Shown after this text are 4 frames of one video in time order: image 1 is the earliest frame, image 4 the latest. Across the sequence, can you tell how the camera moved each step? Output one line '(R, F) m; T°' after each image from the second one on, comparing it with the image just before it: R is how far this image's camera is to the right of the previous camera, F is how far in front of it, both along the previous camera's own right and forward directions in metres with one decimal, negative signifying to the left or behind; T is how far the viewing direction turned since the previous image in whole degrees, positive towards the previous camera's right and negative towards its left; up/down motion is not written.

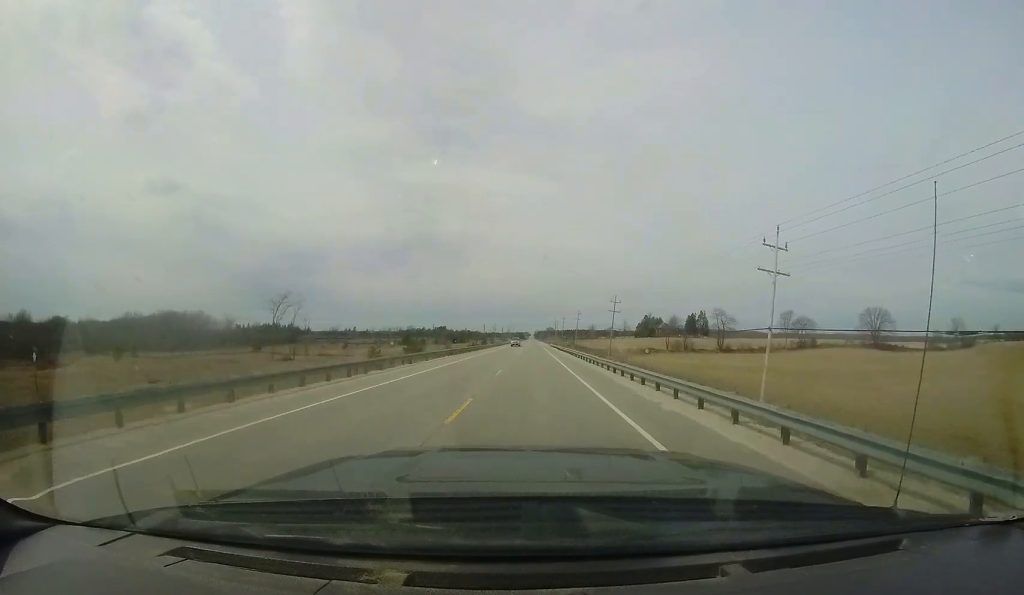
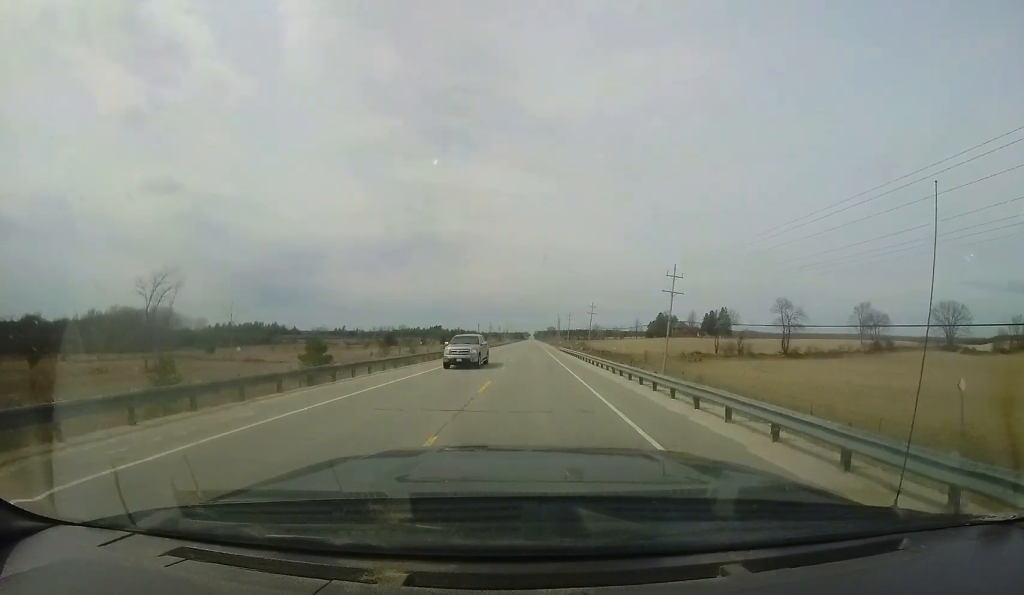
(0.0, +31.8) m; +1°
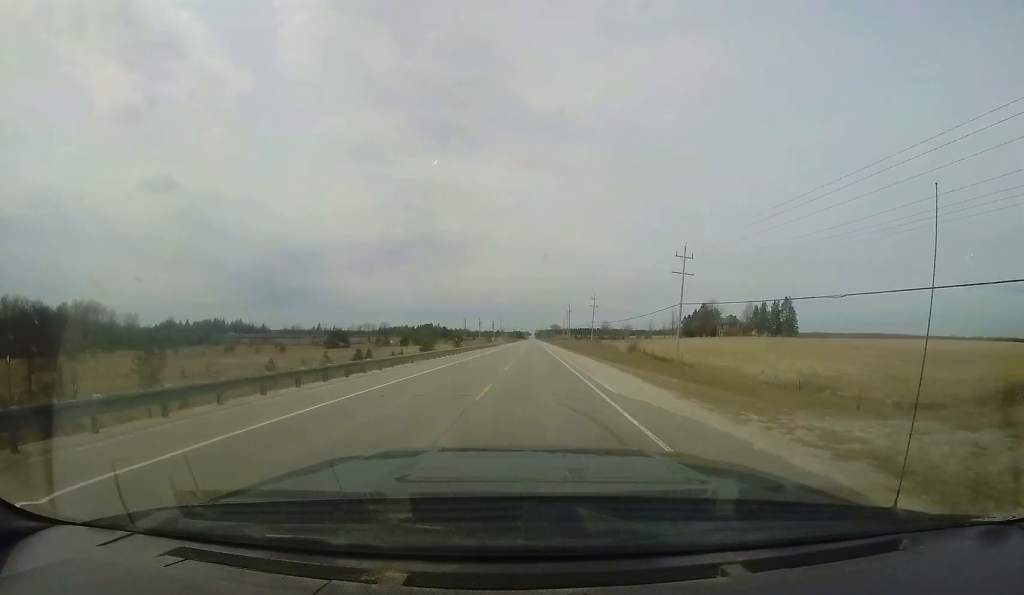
(+1.5, +63.9) m; 0°
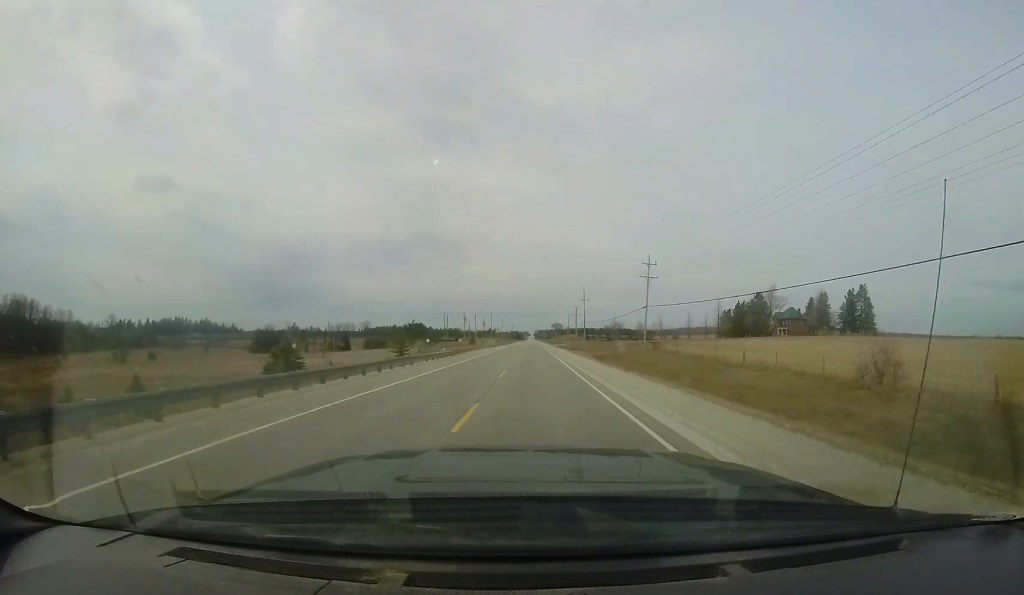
(-0.1, +47.9) m; 0°
